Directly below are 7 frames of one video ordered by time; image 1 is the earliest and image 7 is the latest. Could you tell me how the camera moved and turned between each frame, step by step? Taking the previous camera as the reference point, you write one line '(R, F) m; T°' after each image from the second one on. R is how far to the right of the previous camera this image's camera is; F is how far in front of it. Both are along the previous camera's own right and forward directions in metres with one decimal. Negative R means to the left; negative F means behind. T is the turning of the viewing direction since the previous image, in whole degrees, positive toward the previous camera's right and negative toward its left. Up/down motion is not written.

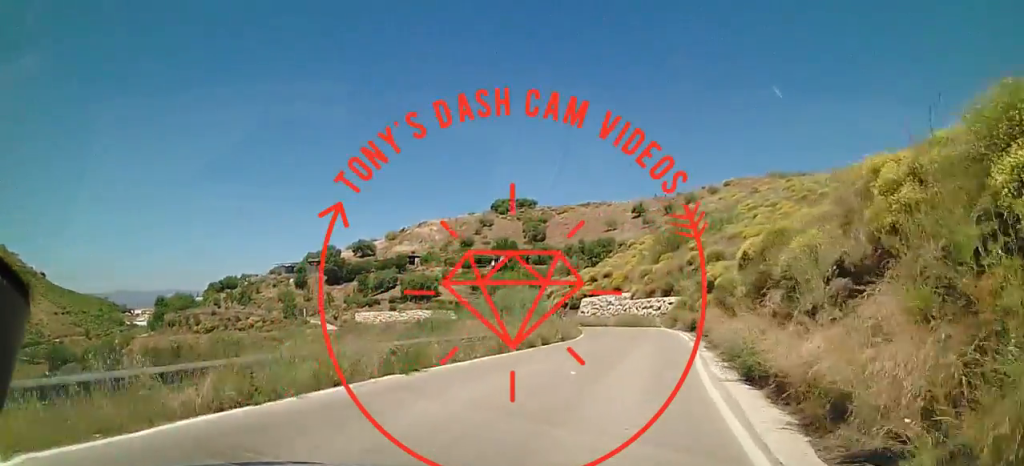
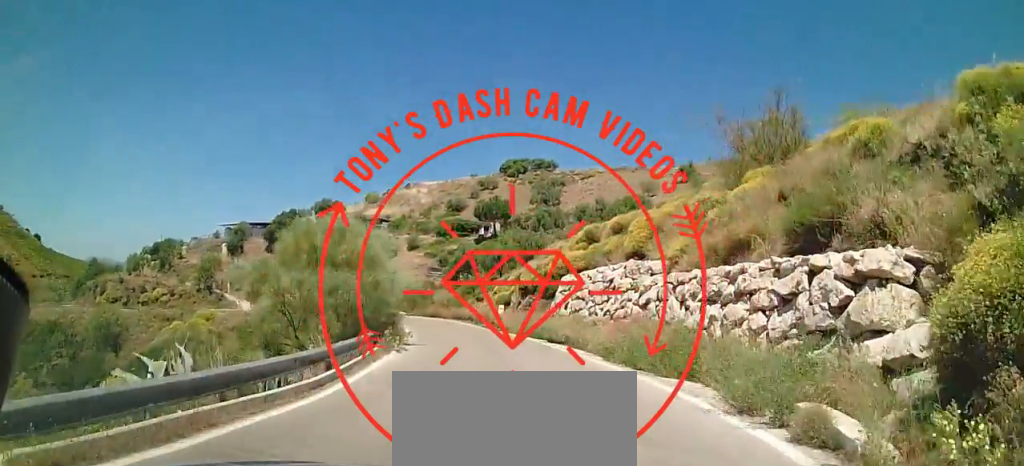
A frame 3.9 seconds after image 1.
(+1.3, +39.3) m; -11°
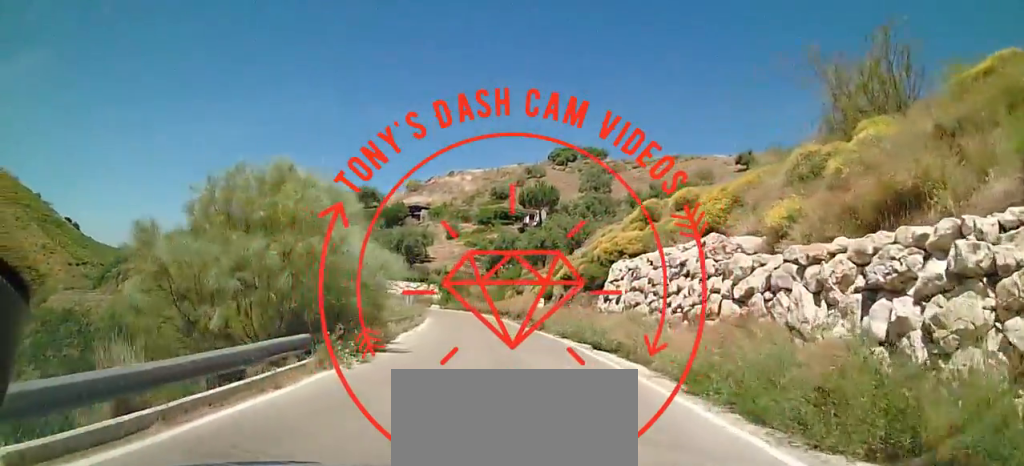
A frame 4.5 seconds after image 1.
(-0.7, +6.7) m; -6°
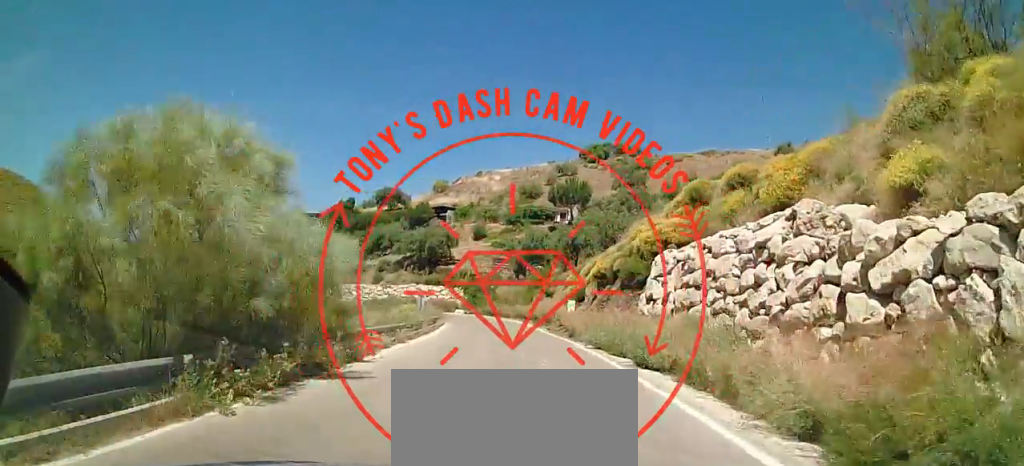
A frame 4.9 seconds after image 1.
(-0.3, +4.7) m; -4°
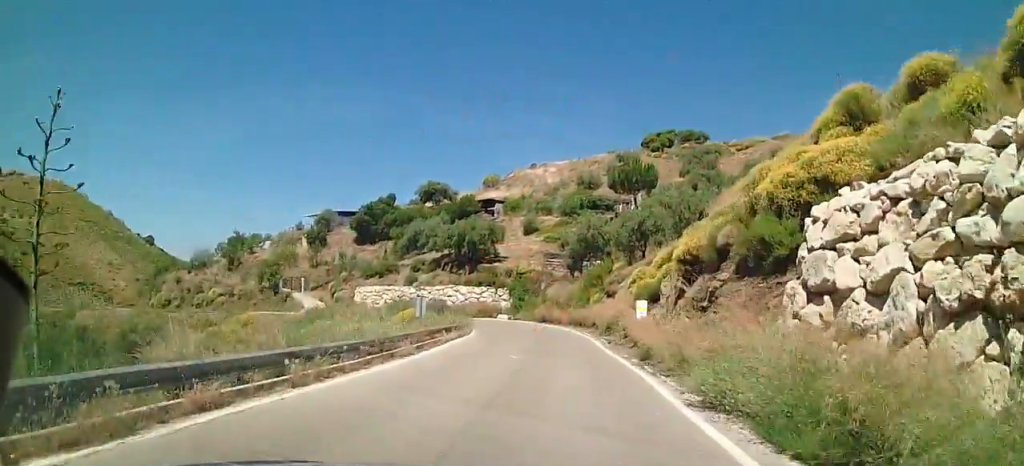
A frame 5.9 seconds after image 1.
(-0.2, +10.4) m; -1°
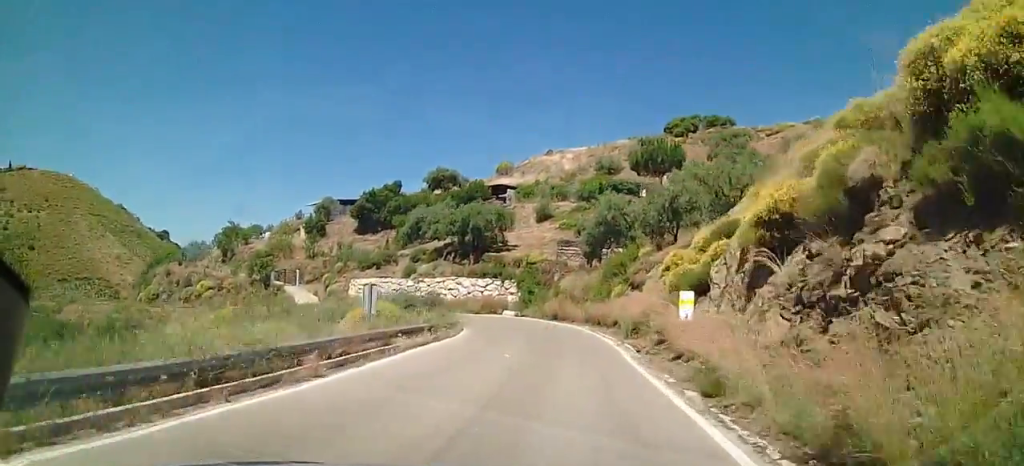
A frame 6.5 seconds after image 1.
(0.0, +6.9) m; 0°
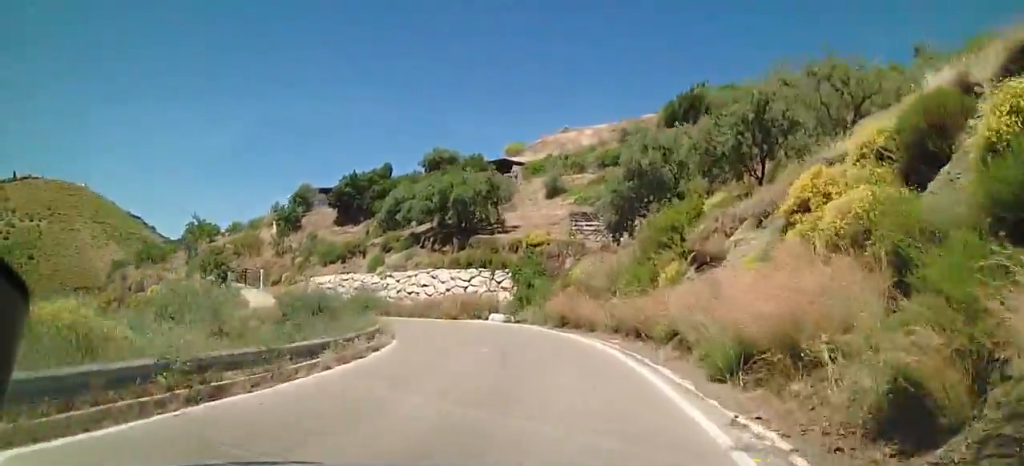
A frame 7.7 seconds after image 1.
(0.0, +14.3) m; 0°
